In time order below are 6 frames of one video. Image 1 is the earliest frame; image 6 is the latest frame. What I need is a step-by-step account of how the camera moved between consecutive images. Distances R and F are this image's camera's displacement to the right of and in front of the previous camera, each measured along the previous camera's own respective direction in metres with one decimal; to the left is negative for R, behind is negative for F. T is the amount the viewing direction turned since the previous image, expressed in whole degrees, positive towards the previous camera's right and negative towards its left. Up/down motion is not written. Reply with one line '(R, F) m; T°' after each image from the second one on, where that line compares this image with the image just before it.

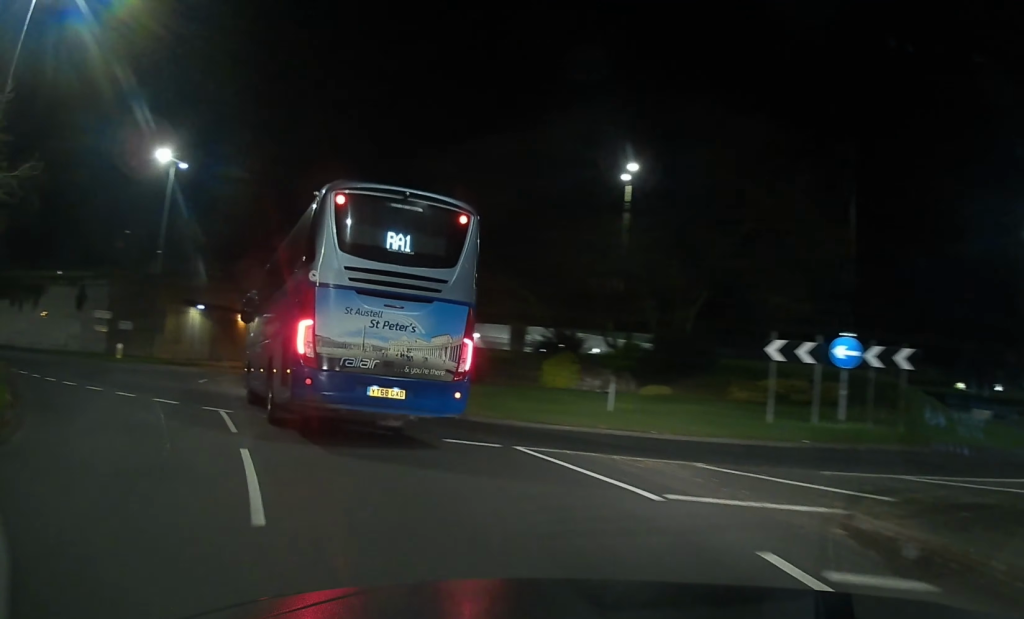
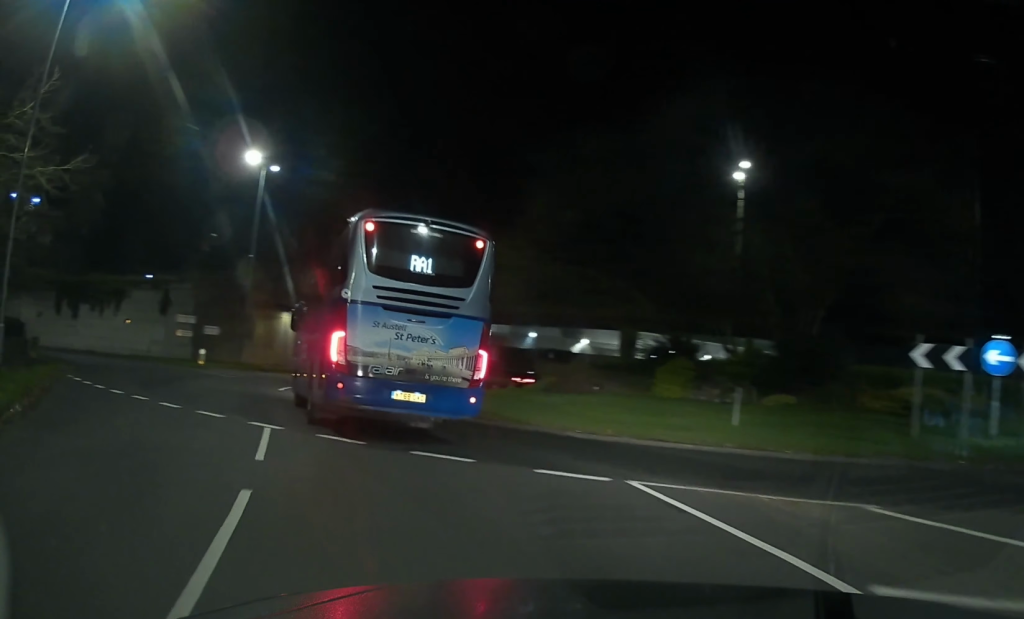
(-0.3, +2.9) m; -10°
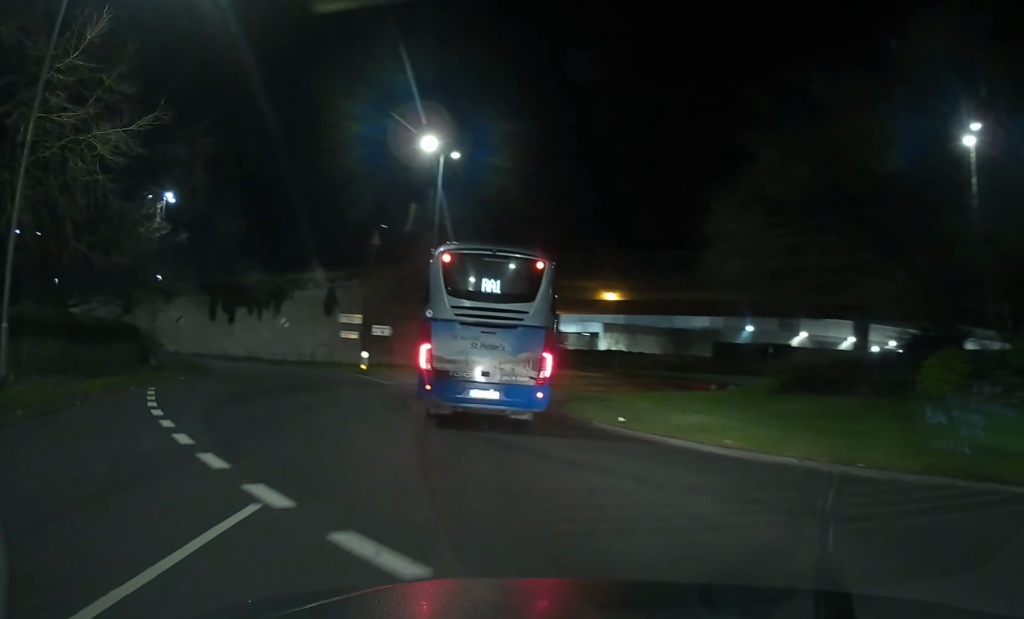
(-1.1, +6.6) m; -17°
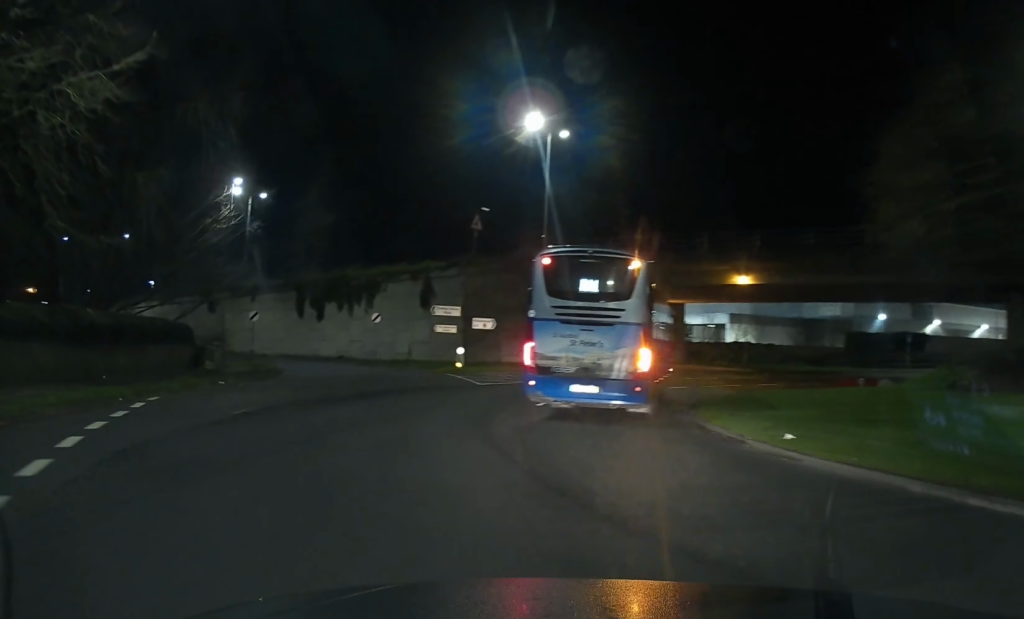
(-0.4, +5.3) m; -6°
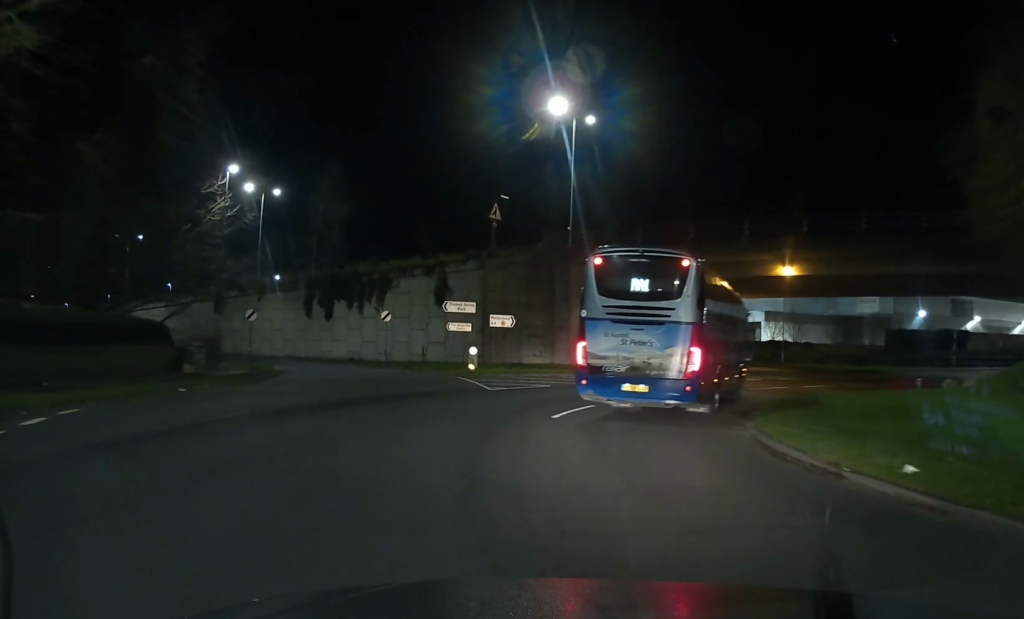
(-0.1, +3.6) m; -2°
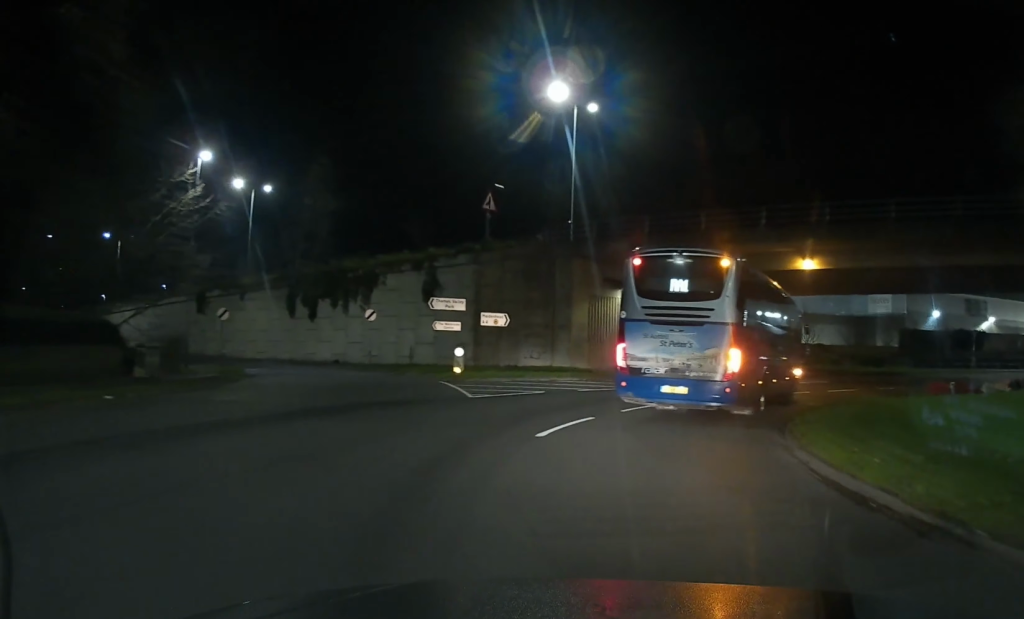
(-0.1, +3.0) m; -1°
